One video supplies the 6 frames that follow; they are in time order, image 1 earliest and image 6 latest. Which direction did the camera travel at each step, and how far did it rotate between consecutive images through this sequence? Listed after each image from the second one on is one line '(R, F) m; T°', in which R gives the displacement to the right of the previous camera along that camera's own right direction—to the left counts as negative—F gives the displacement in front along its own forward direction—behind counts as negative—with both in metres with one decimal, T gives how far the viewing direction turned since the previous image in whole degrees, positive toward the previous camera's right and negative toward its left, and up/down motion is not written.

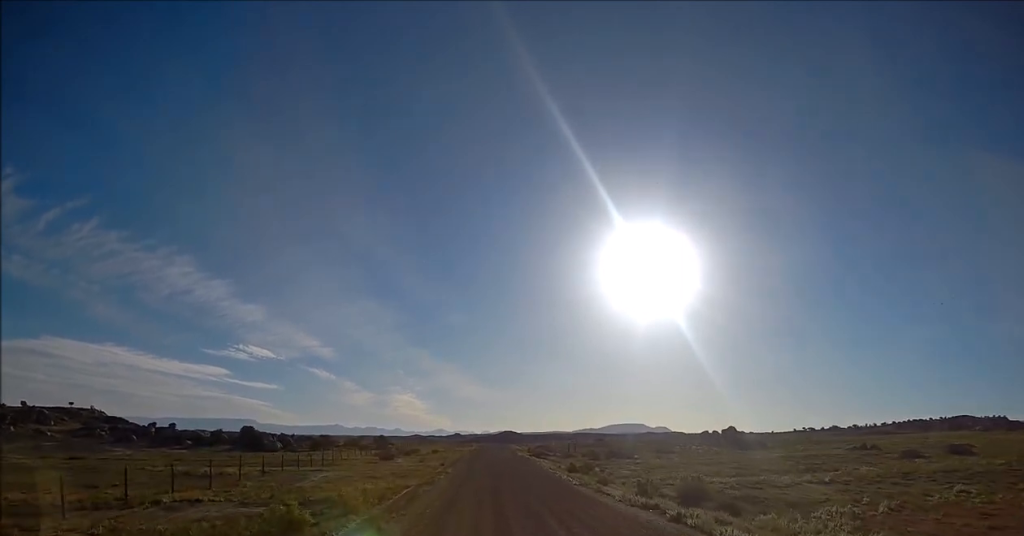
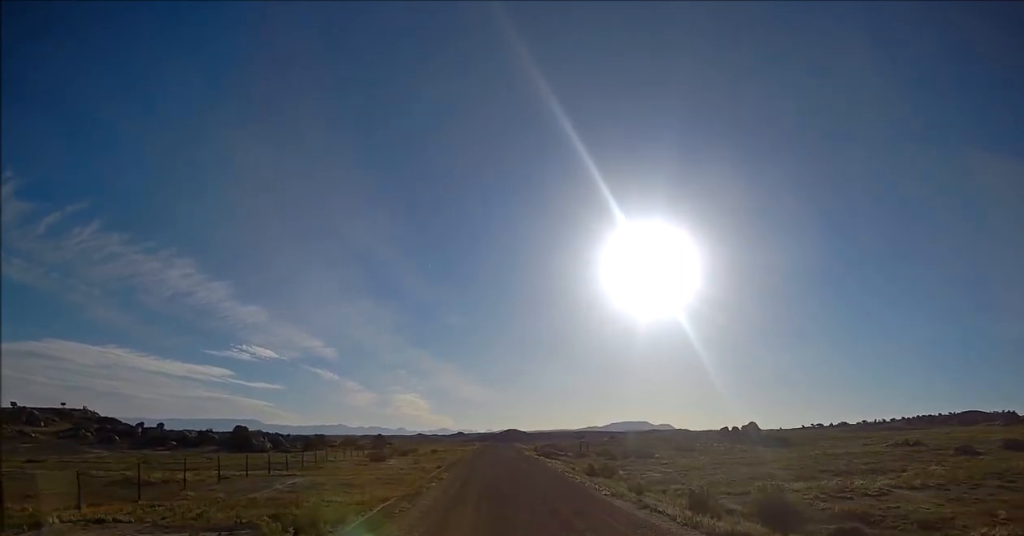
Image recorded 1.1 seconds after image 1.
(0.0, +8.8) m; +1°
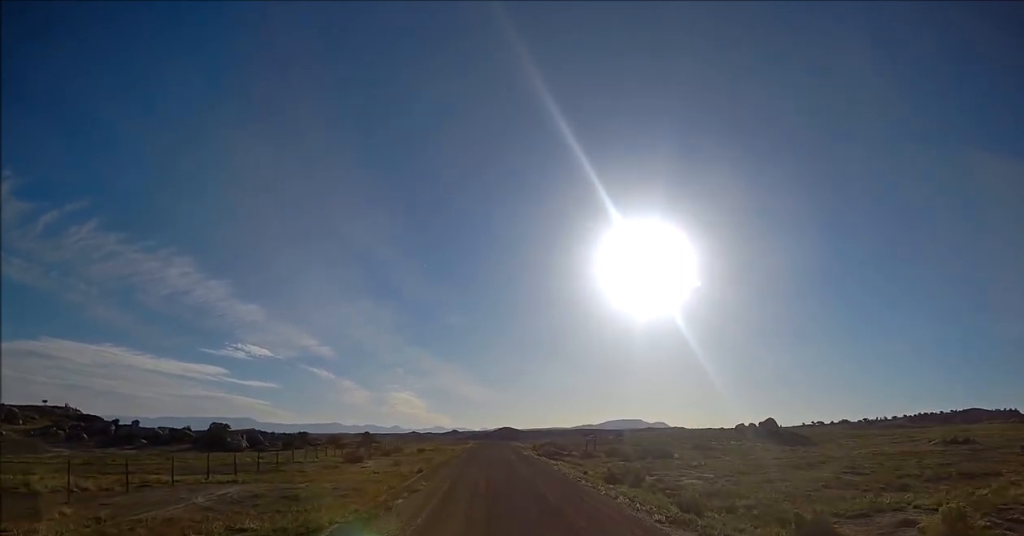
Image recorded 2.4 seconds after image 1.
(+0.2, +9.7) m; +2°
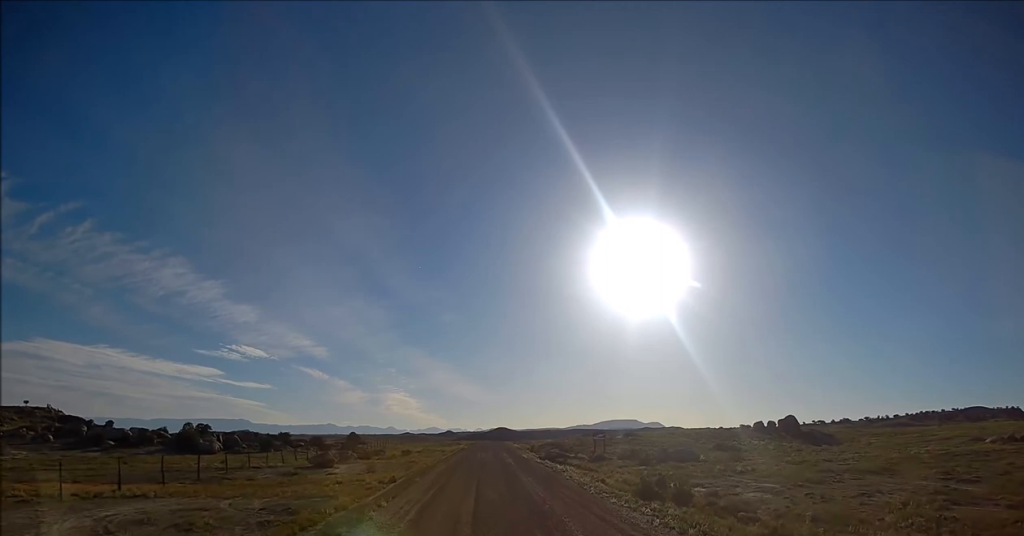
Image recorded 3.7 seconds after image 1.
(+0.1, +9.4) m; 0°
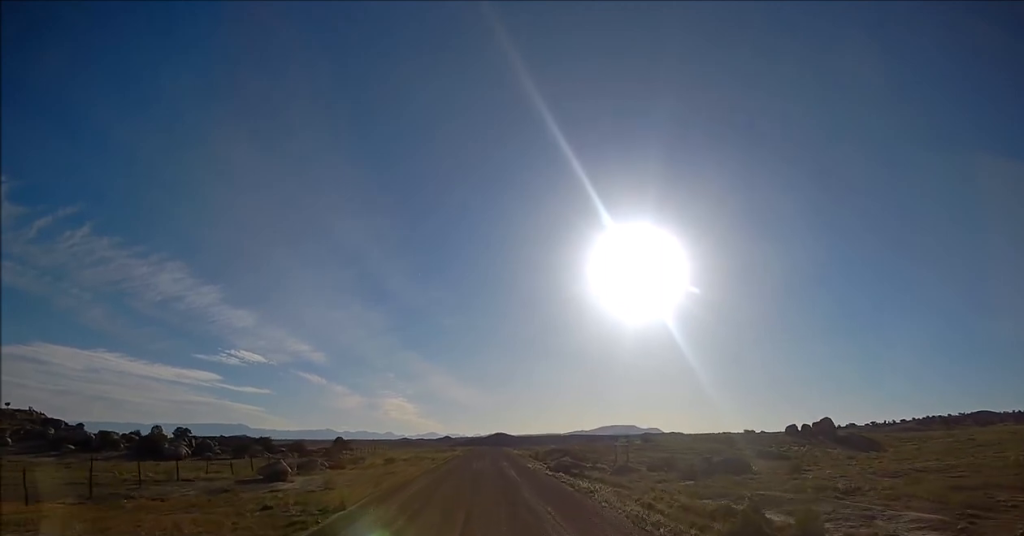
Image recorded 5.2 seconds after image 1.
(-0.1, +12.1) m; 0°
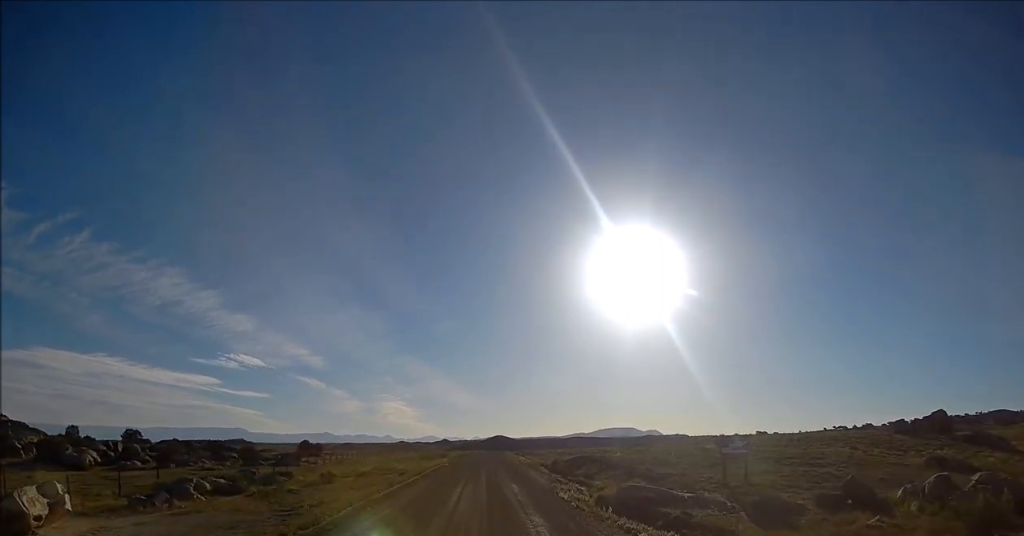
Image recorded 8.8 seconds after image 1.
(-0.2, +24.1) m; -2°
